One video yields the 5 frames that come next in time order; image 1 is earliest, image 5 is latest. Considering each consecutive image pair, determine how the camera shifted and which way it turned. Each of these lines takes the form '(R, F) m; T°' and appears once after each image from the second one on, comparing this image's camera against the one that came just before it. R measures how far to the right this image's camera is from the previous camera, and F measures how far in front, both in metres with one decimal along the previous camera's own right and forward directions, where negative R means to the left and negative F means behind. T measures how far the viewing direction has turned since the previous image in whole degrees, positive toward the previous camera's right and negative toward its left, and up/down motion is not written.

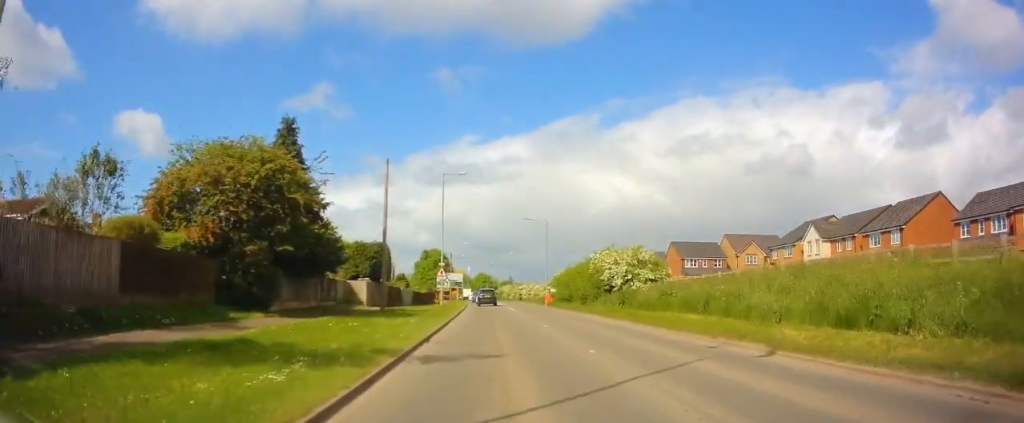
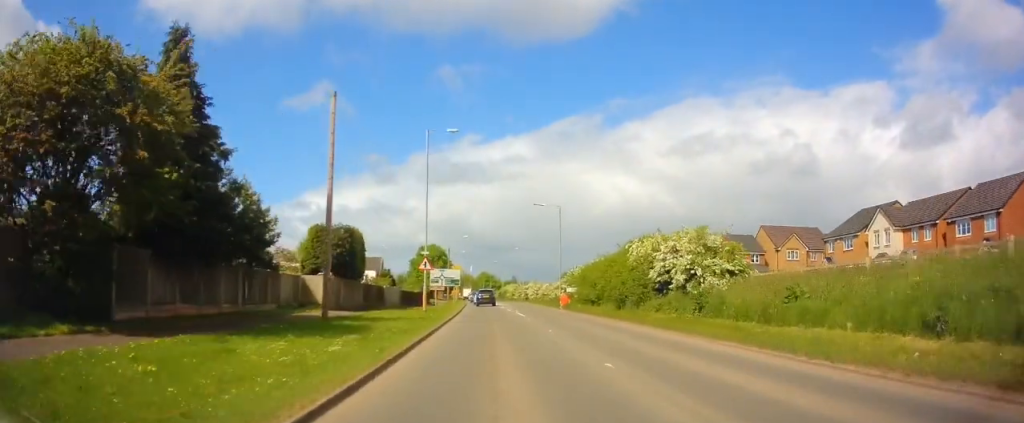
(+0.1, +11.2) m; 0°
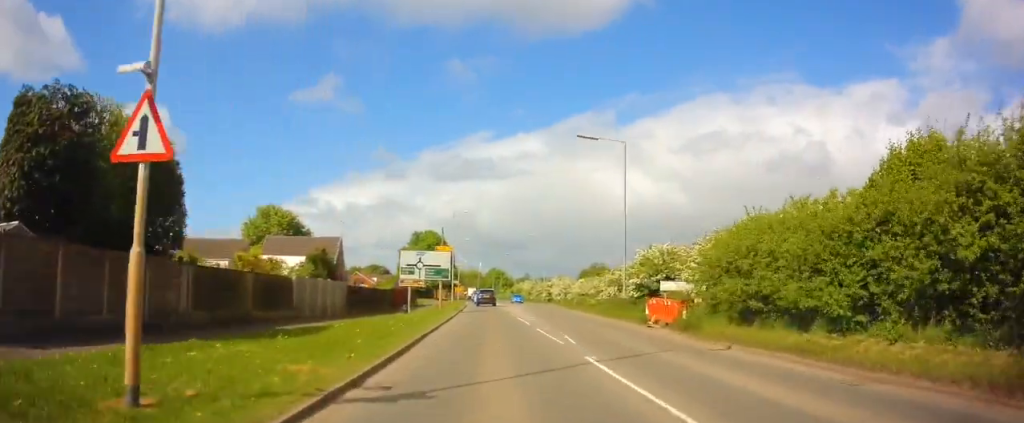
(-0.8, +25.2) m; -4°
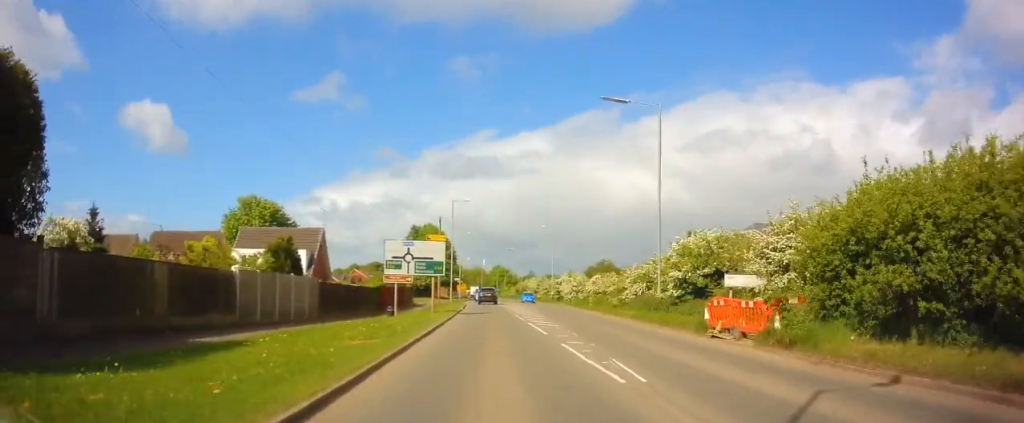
(0.0, +6.4) m; 0°
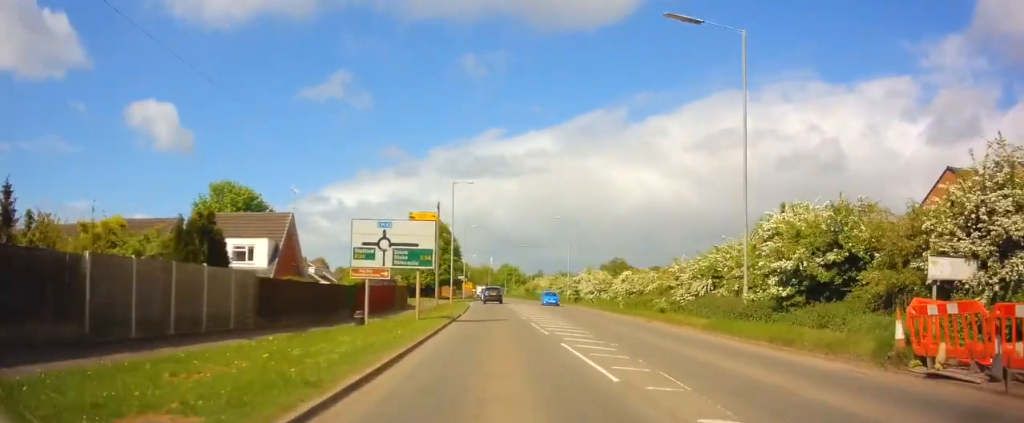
(0.0, +8.8) m; 0°
